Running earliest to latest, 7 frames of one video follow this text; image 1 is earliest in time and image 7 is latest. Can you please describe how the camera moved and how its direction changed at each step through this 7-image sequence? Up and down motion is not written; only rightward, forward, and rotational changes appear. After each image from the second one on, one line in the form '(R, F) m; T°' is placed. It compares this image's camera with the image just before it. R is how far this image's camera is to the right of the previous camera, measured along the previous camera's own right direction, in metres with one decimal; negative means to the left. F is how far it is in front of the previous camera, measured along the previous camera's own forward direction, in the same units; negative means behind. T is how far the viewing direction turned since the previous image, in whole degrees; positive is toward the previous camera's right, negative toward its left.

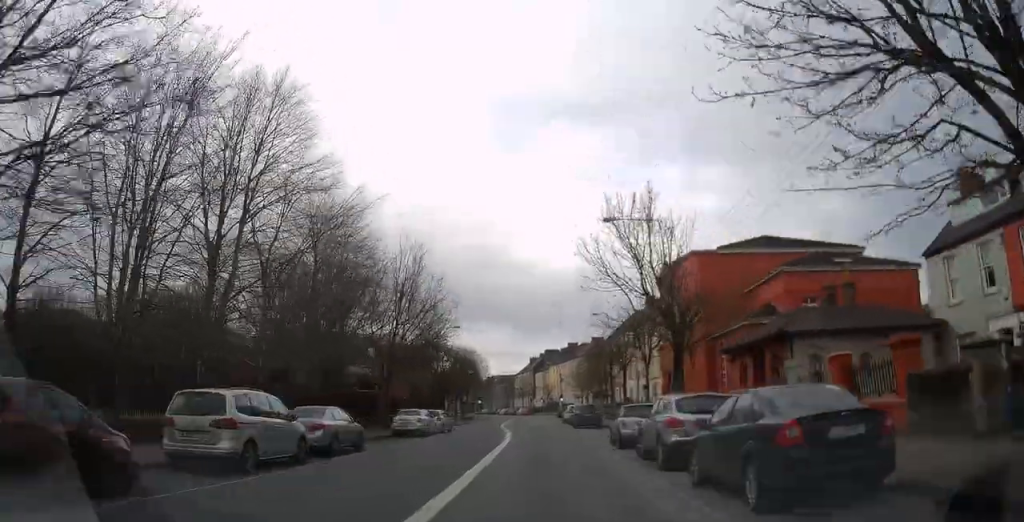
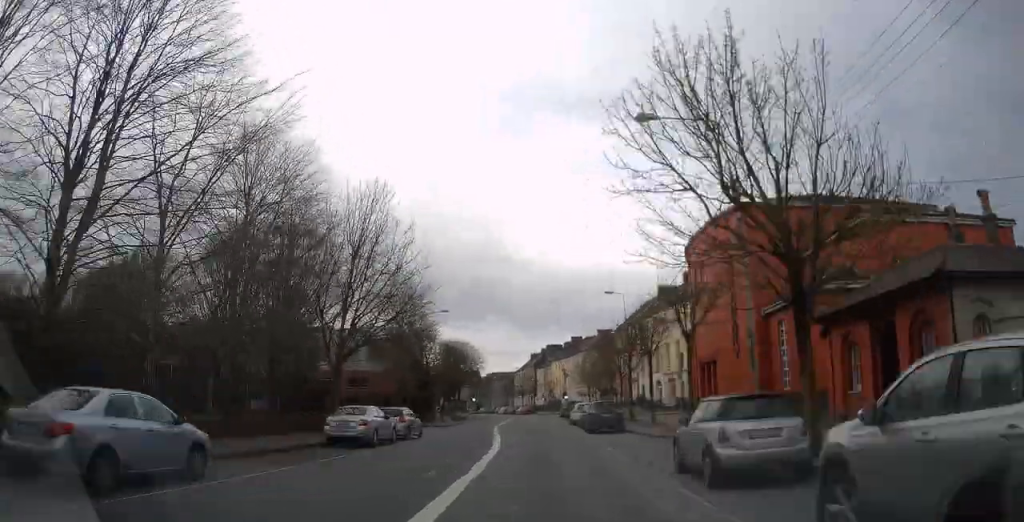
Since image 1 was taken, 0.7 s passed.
(+0.1, +10.2) m; +1°
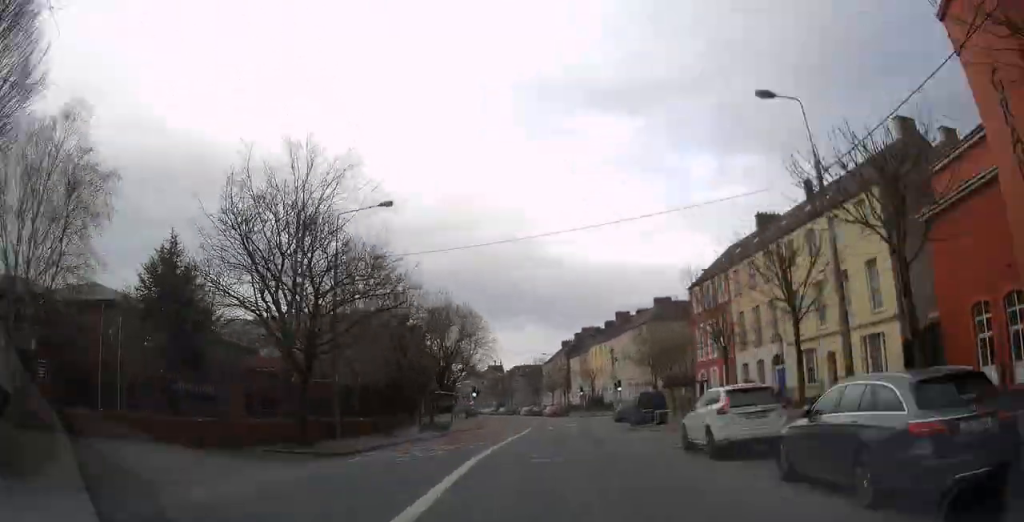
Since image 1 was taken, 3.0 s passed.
(-0.1, +30.7) m; -2°
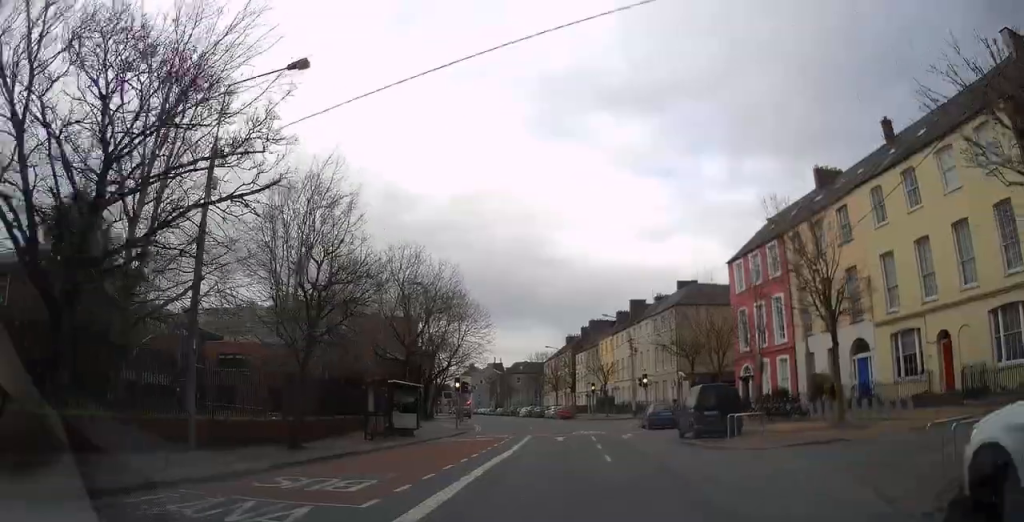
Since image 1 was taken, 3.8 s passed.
(-0.2, +11.9) m; -2°
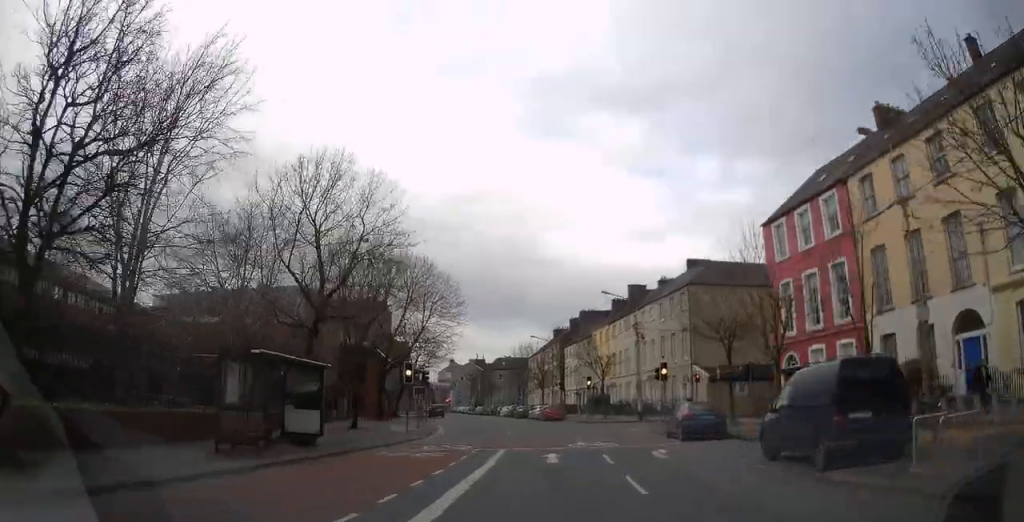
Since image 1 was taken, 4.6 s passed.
(-0.5, +11.1) m; -1°
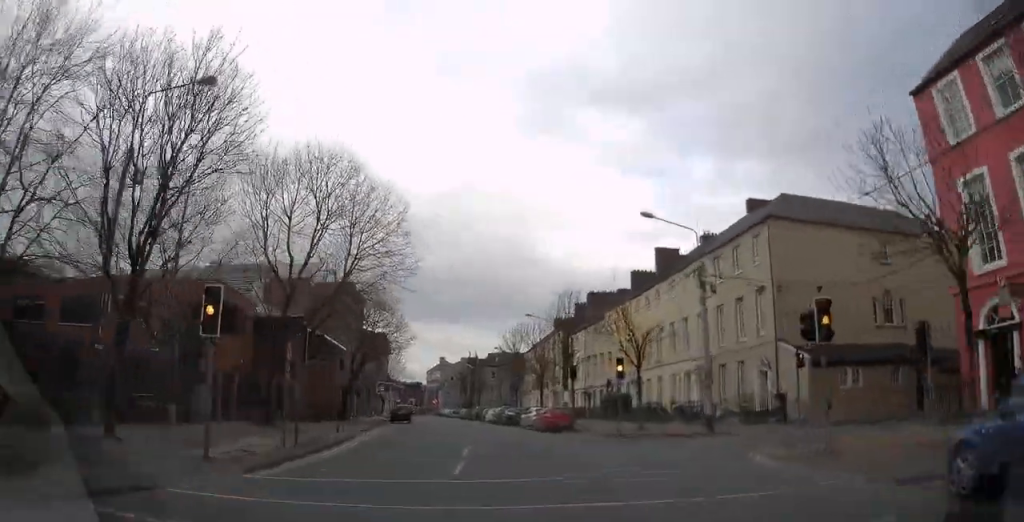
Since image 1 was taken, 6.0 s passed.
(+0.2, +18.8) m; 0°
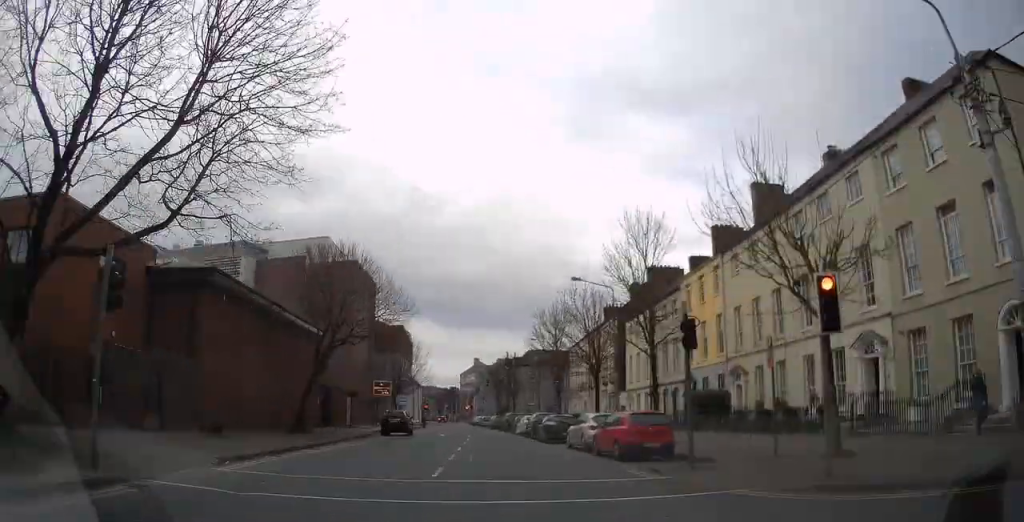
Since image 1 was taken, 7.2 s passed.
(+0.1, +17.5) m; 0°
